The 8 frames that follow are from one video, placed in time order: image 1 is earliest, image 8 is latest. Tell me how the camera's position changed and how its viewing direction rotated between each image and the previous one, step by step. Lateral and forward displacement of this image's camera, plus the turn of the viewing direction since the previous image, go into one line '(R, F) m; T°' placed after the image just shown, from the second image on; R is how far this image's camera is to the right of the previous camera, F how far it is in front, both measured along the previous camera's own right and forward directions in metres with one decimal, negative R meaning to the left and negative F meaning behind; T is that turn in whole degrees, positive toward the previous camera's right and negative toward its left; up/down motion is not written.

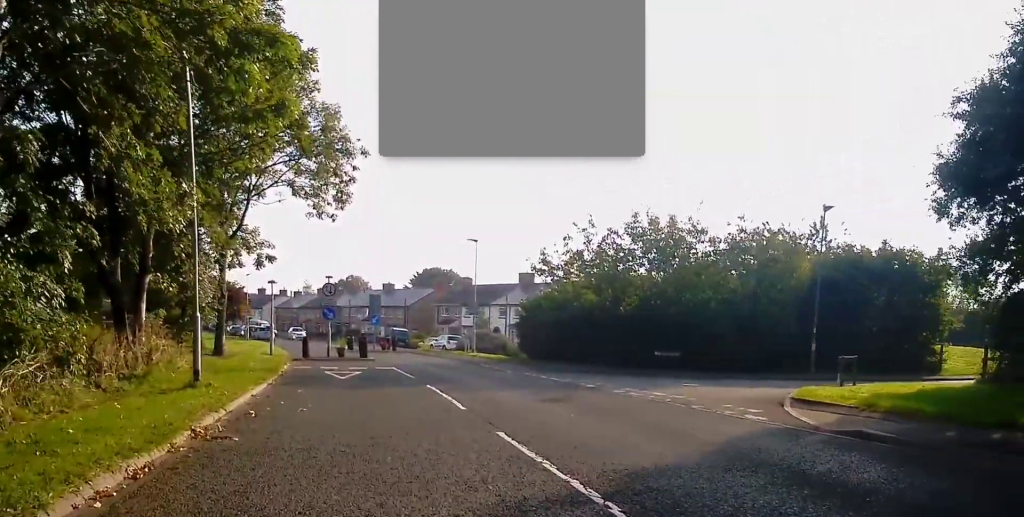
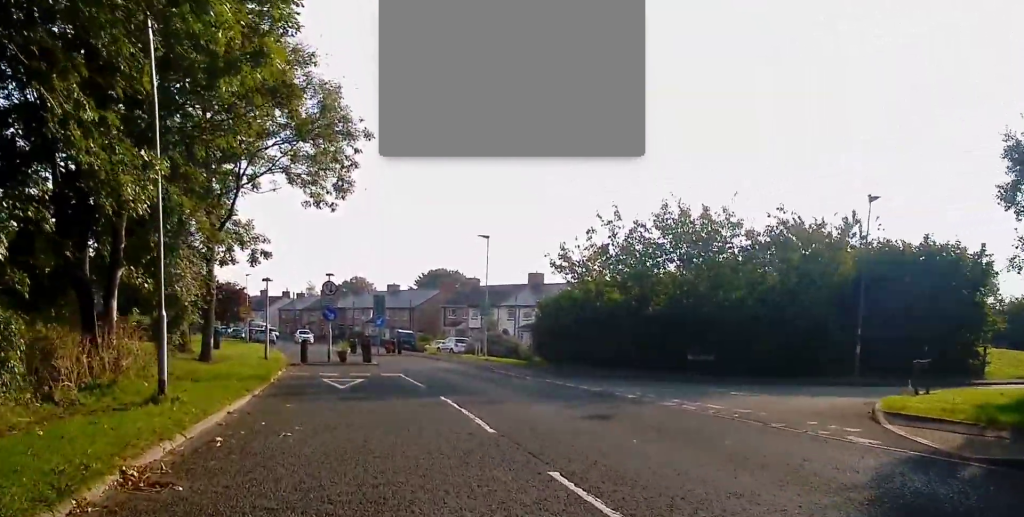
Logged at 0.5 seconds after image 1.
(-0.1, +3.0) m; +1°
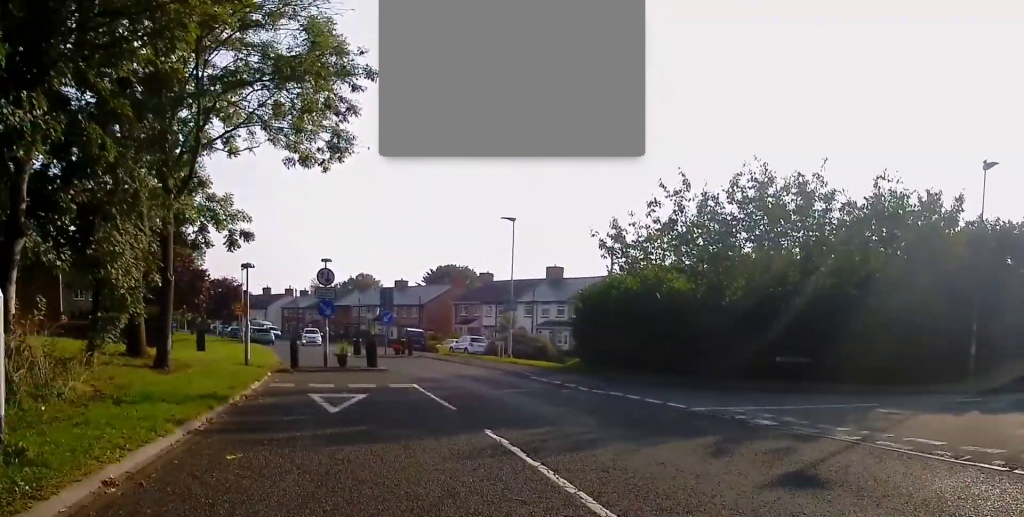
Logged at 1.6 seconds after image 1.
(+0.3, +5.8) m; +2°
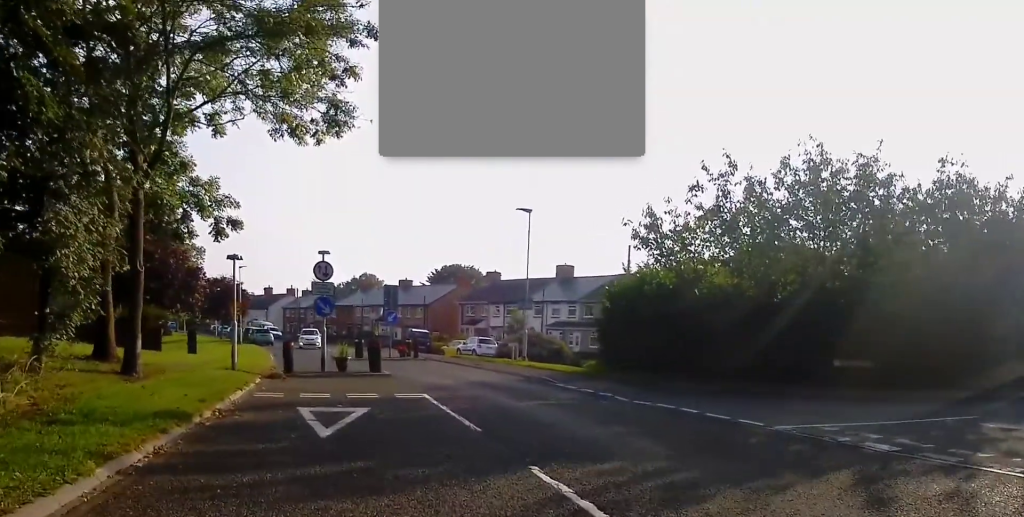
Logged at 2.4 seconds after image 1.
(0.0, +3.0) m; -2°
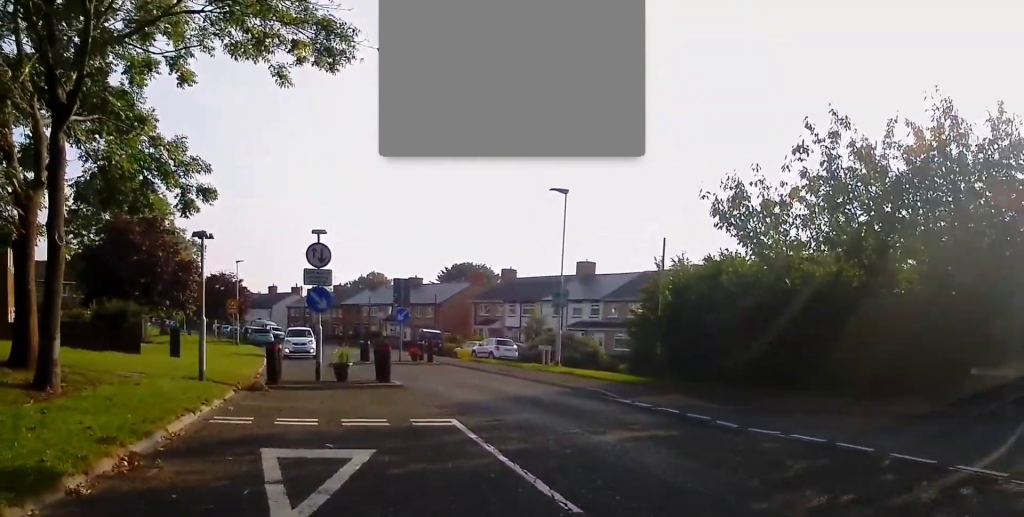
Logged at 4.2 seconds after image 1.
(+0.1, +4.9) m; -1°
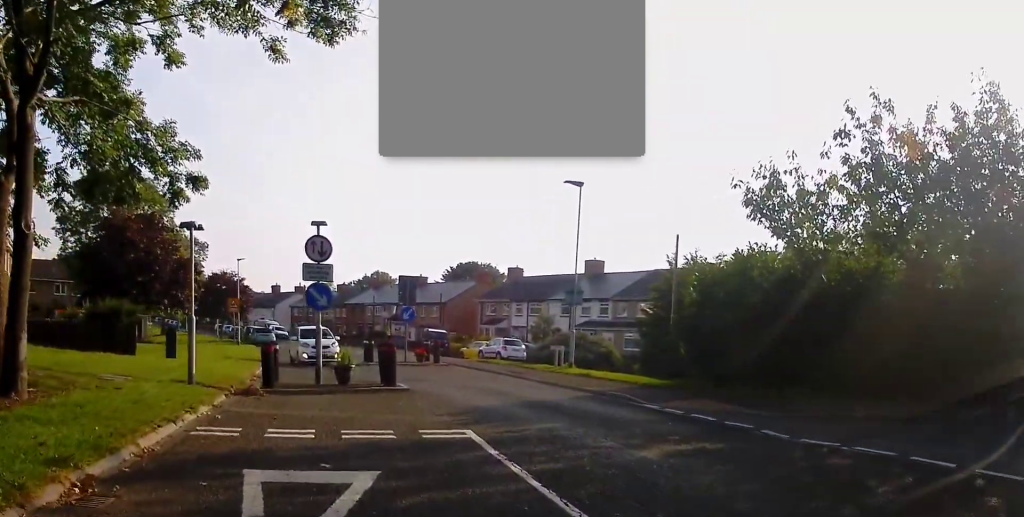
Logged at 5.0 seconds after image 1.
(-0.1, +1.3) m; -1°
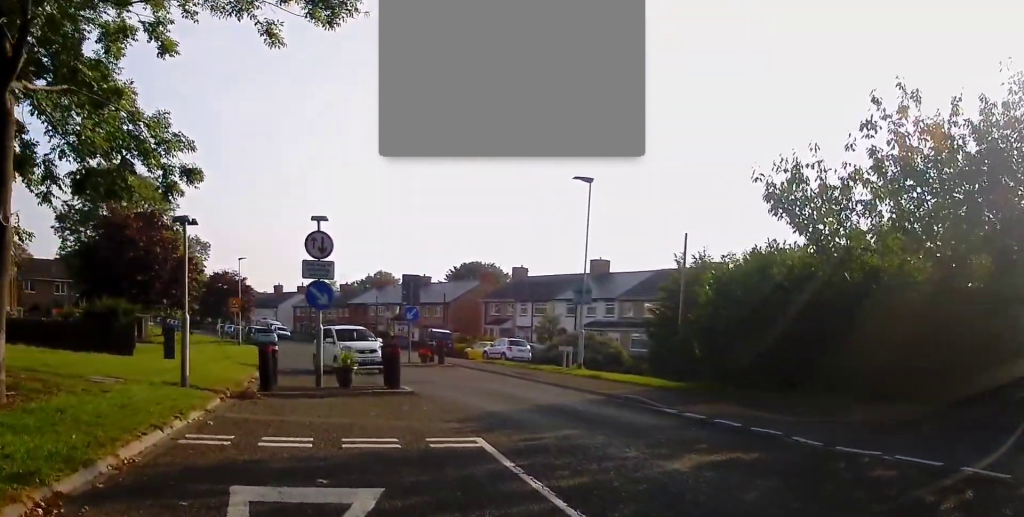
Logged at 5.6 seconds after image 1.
(-0.1, +0.8) m; 0°
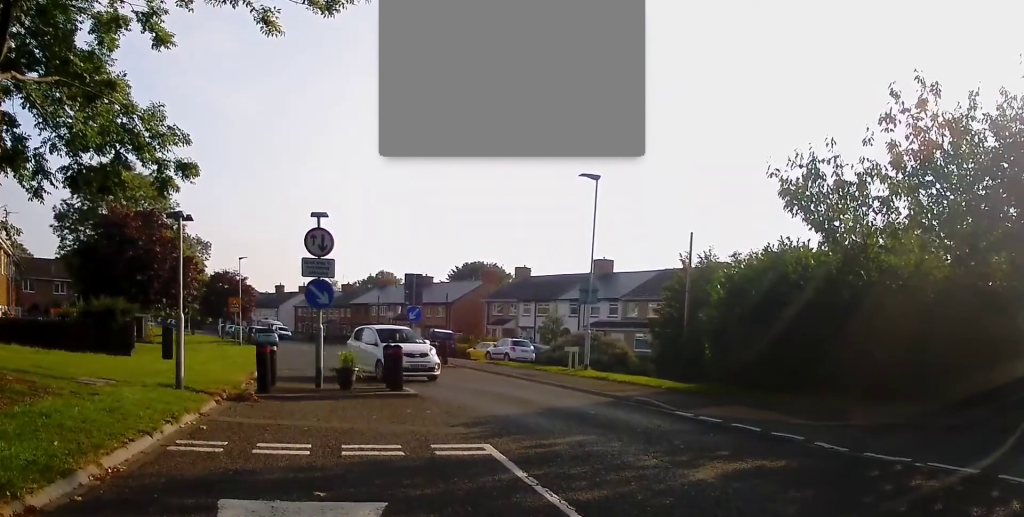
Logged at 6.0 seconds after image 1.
(0.0, +0.4) m; 0°
